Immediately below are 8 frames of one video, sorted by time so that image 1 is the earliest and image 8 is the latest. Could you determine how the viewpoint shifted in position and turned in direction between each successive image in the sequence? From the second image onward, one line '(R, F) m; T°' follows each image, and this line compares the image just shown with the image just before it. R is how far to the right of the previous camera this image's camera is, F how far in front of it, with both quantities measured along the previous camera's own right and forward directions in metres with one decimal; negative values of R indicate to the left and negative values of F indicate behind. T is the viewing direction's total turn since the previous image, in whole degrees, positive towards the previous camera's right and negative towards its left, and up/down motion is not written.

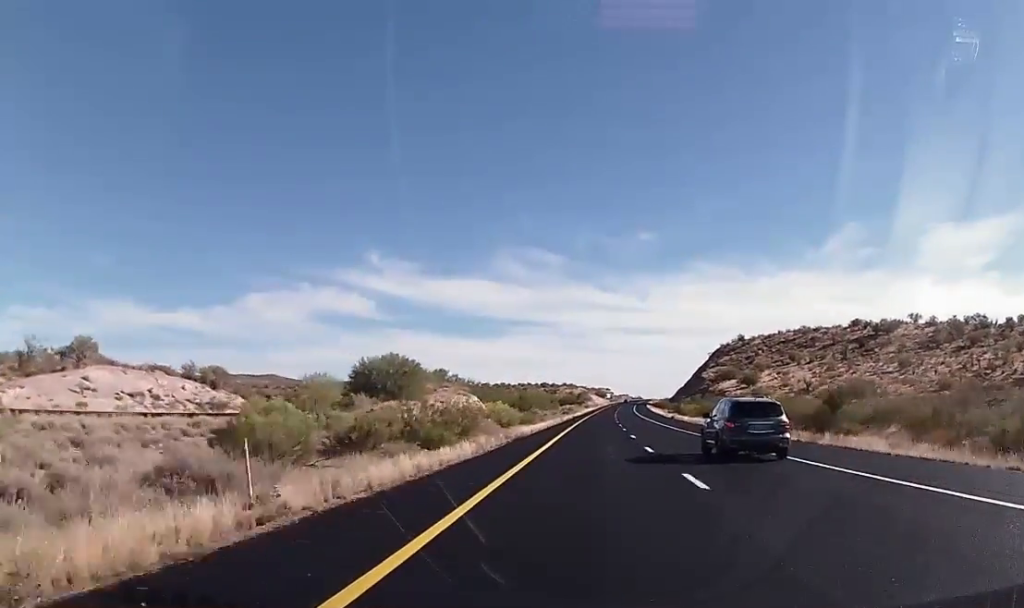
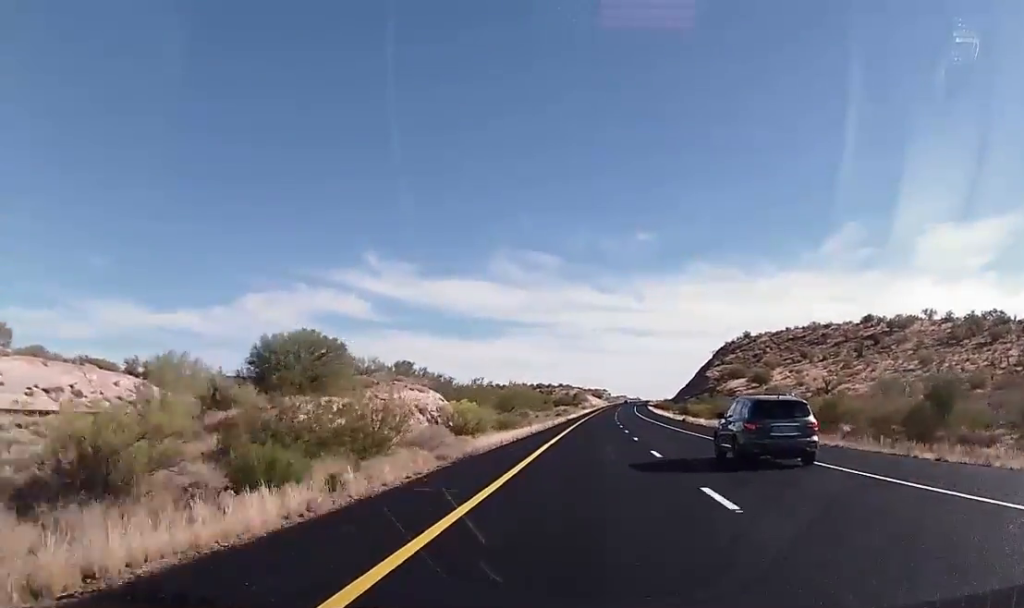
(-0.2, +15.1) m; 0°
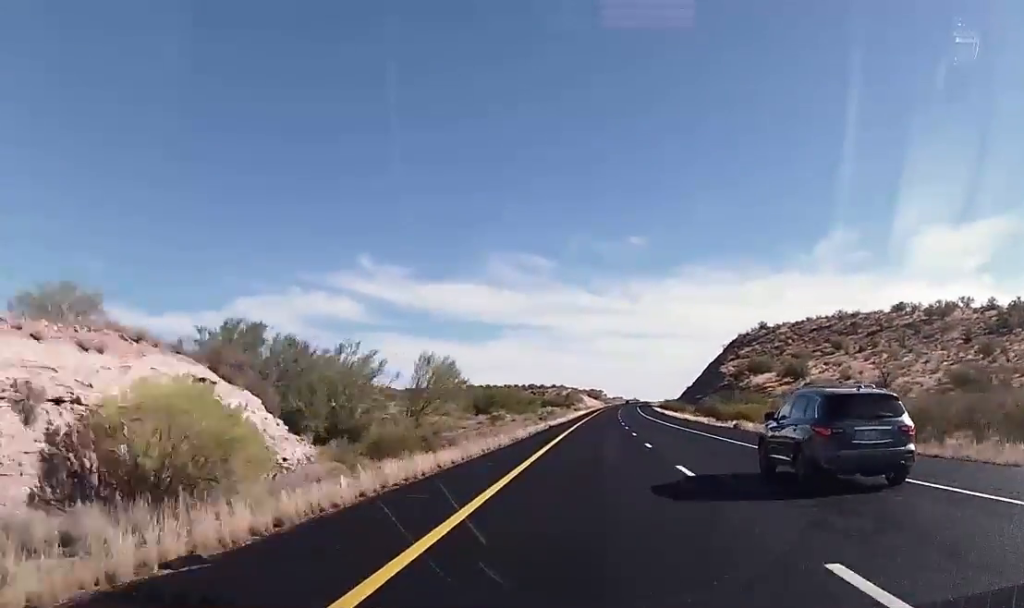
(+0.4, +31.5) m; 0°
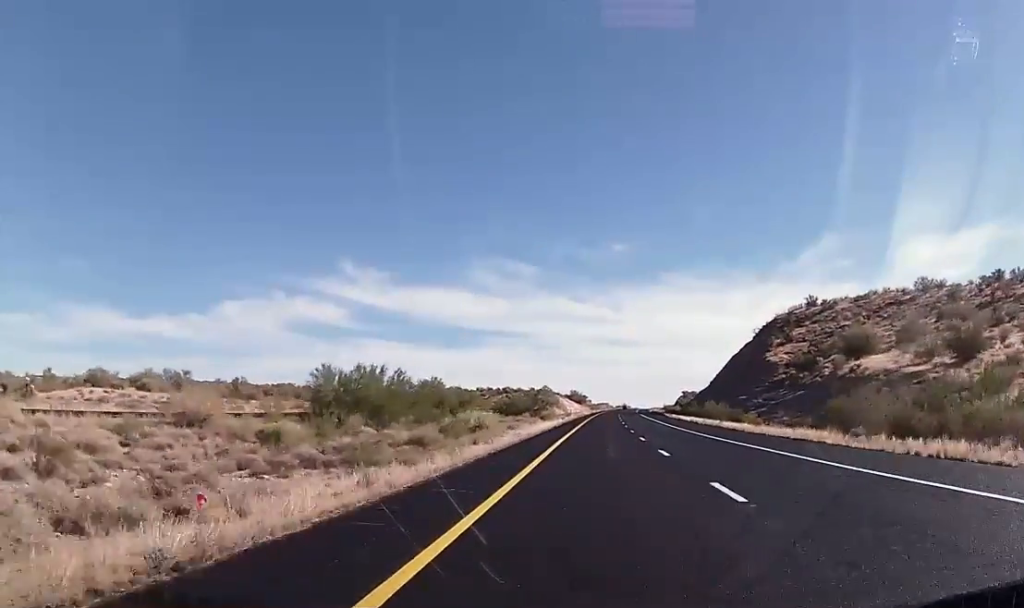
(0.0, +65.2) m; 0°
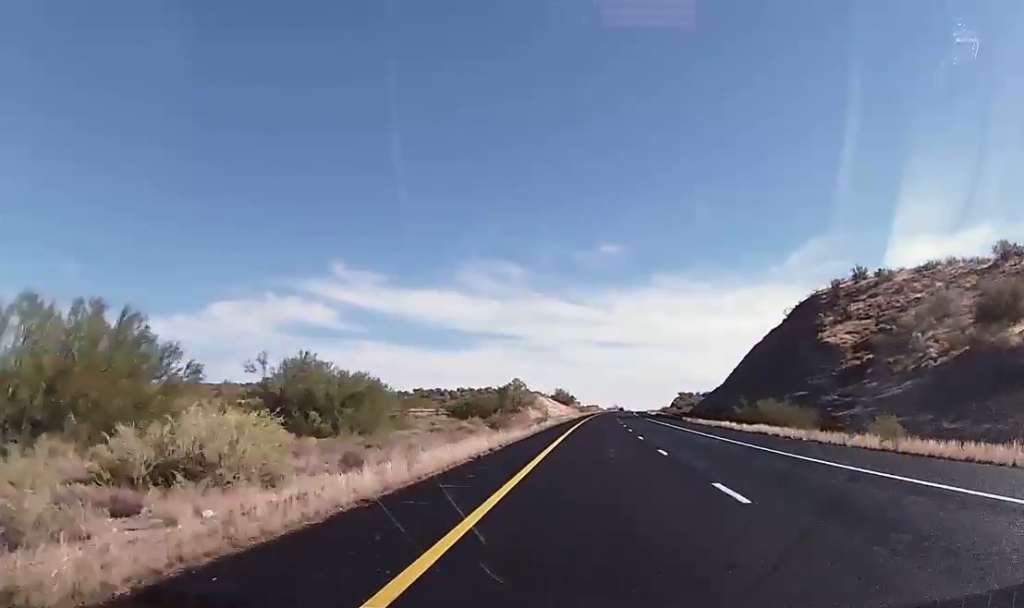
(+0.2, +36.3) m; +1°
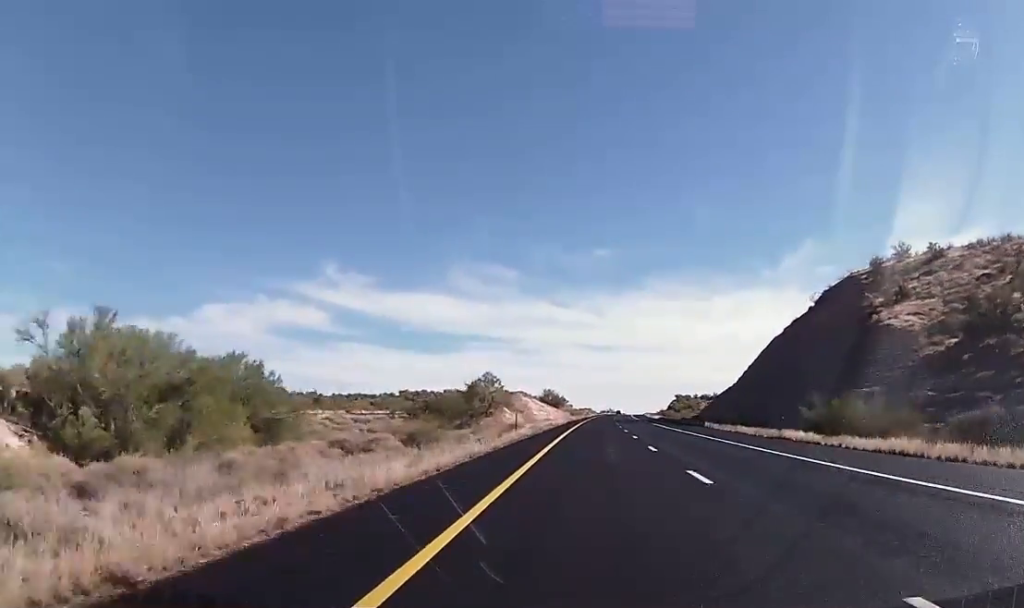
(-0.1, +21.2) m; +1°
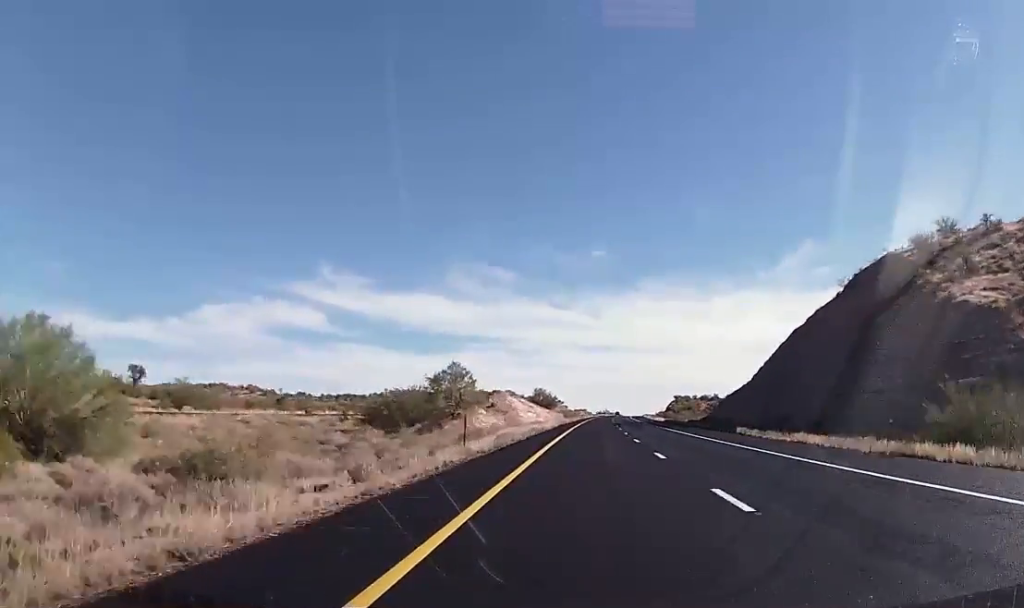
(+0.2, +16.2) m; +1°
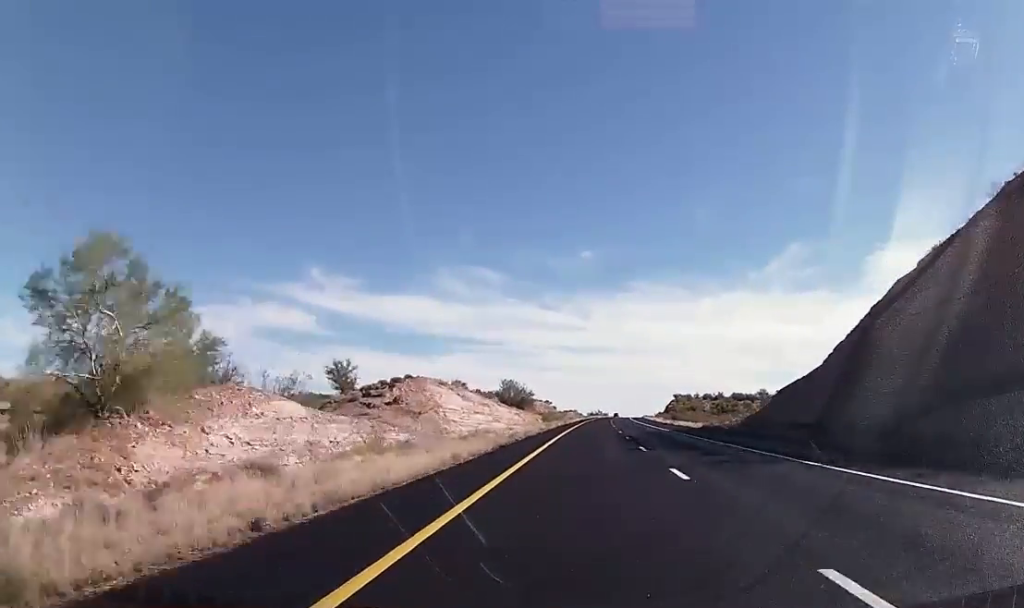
(+0.5, +43.3) m; +1°
